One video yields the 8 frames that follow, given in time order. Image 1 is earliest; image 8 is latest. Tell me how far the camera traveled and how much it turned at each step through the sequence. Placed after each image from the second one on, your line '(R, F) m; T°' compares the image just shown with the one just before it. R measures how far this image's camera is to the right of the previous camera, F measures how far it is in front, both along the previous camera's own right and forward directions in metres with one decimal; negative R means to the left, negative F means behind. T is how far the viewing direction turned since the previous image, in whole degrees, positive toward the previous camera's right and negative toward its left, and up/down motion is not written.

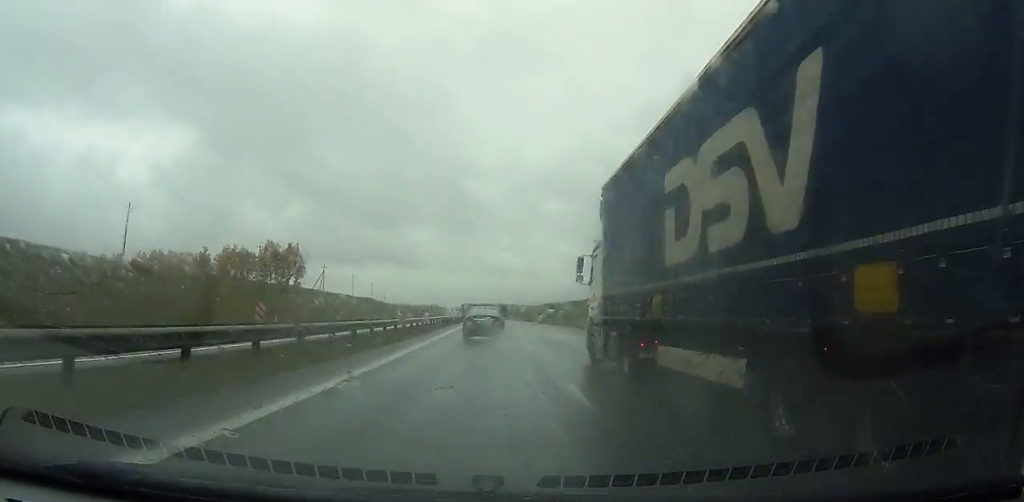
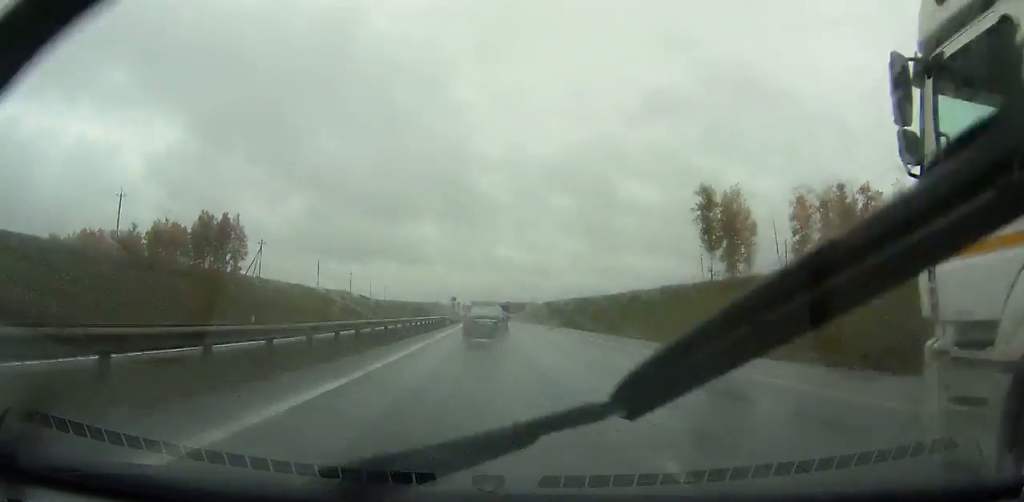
(-0.1, +52.8) m; 0°
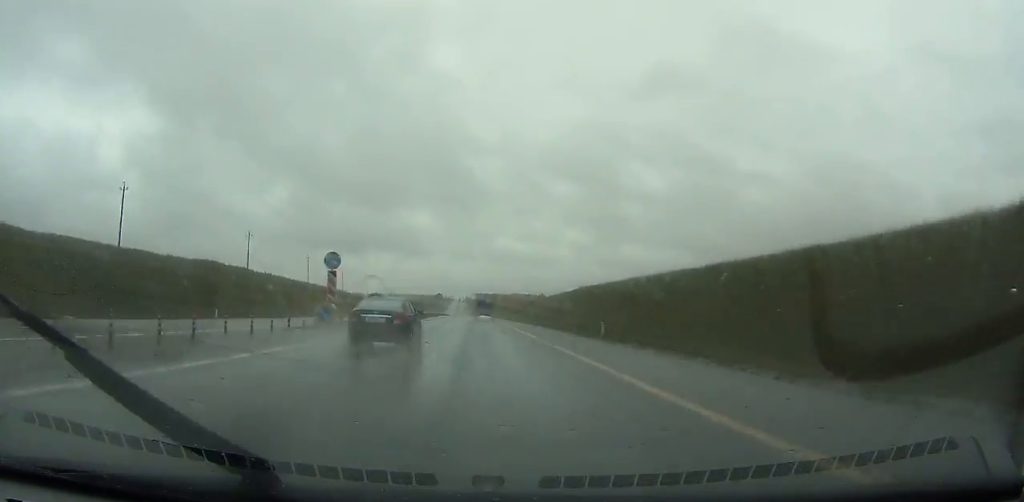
(-0.7, +94.0) m; -1°
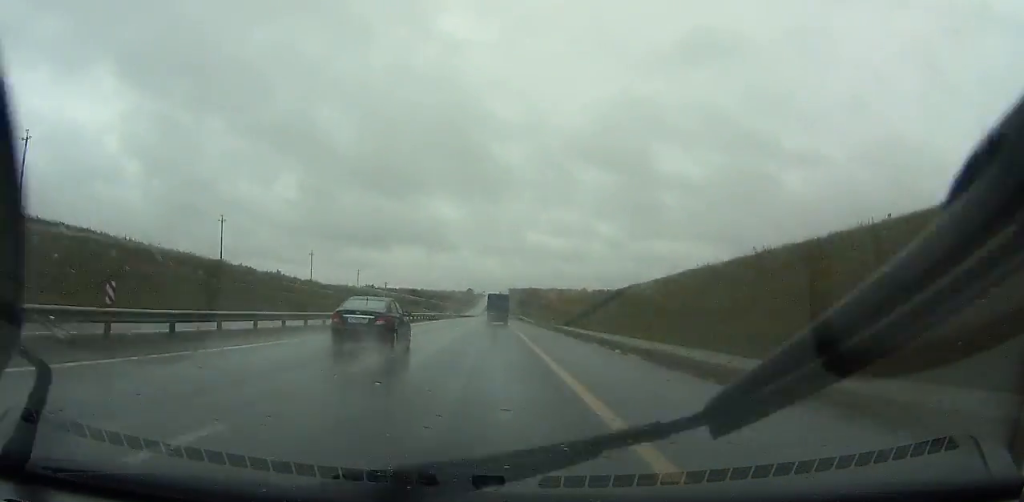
(-3.1, +129.7) m; -2°
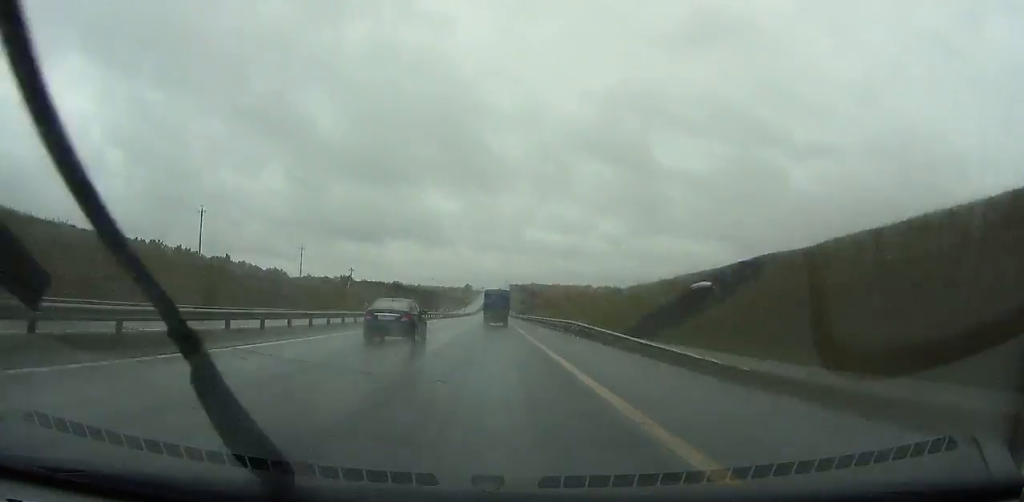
(-0.5, +65.1) m; 0°
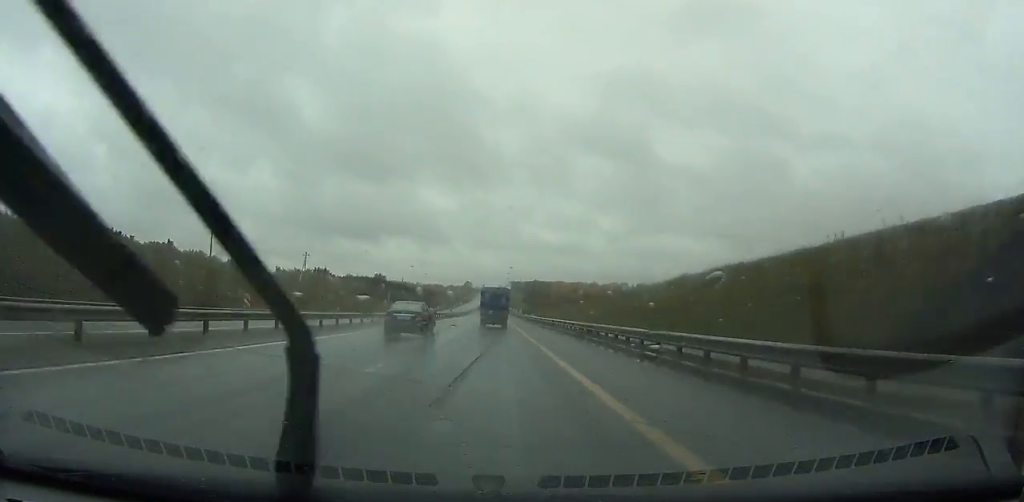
(-0.1, +50.6) m; 0°
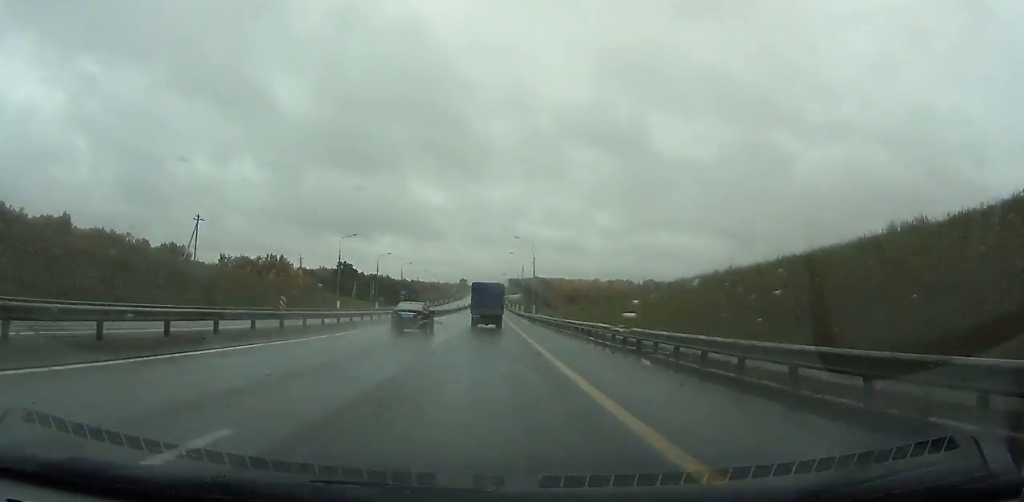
(+0.1, +56.3) m; 0°
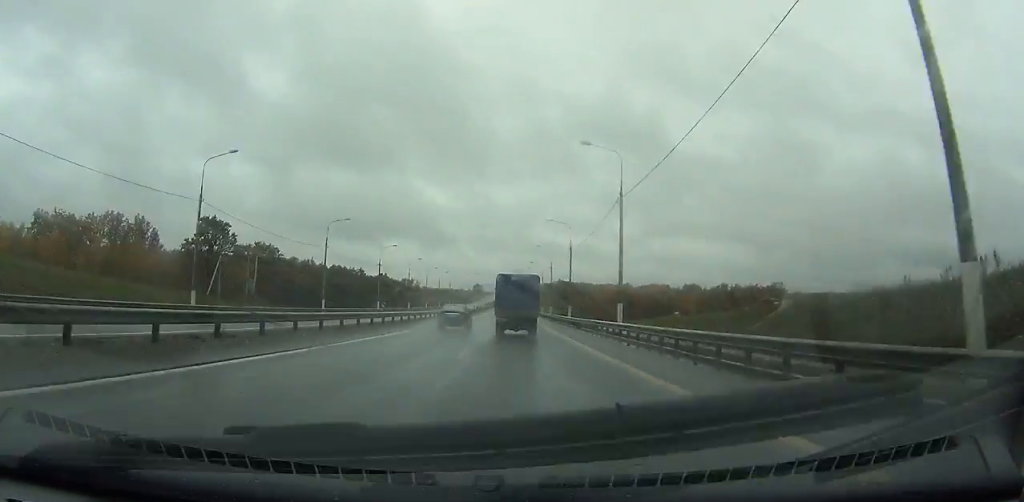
(-0.7, +110.9) m; -1°
